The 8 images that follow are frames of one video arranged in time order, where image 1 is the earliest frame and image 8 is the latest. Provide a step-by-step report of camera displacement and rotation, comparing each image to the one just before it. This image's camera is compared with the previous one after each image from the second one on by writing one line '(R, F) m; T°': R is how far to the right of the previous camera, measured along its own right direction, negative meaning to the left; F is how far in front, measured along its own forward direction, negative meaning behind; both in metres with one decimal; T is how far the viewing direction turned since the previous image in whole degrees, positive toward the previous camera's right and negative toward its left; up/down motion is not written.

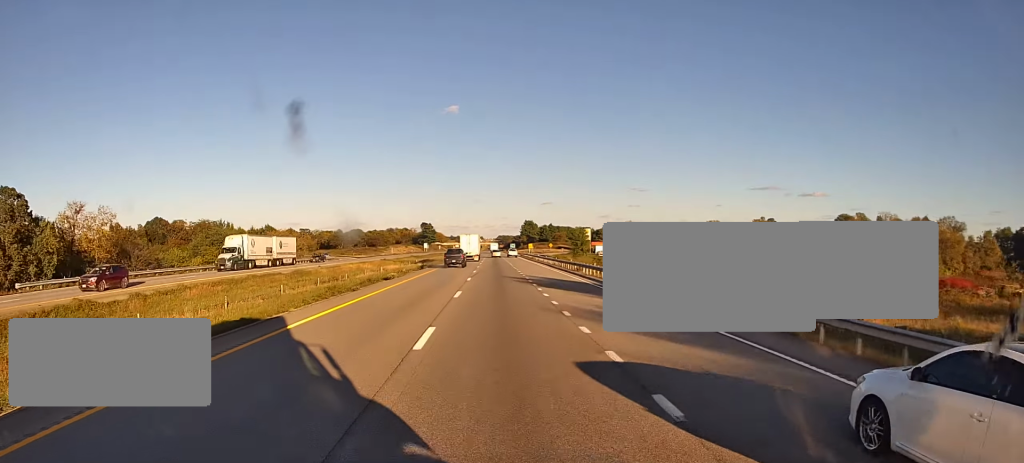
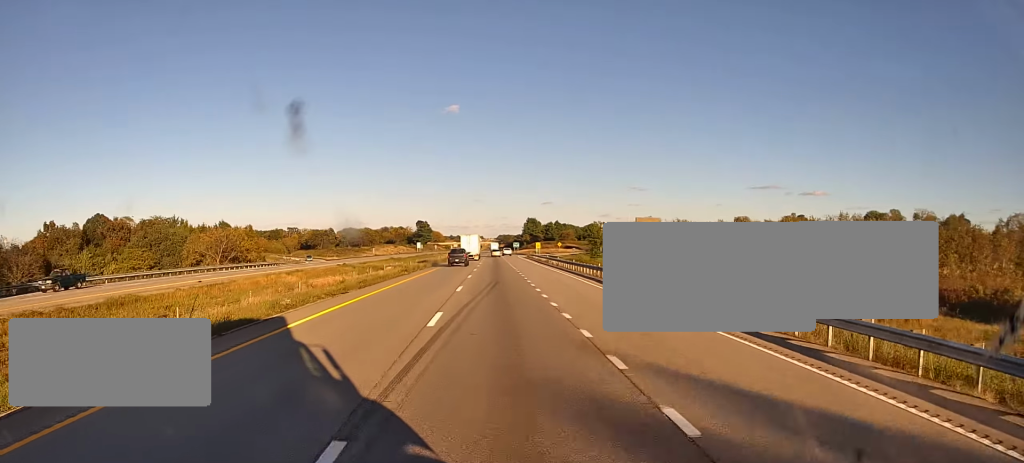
(0.0, +32.4) m; +1°
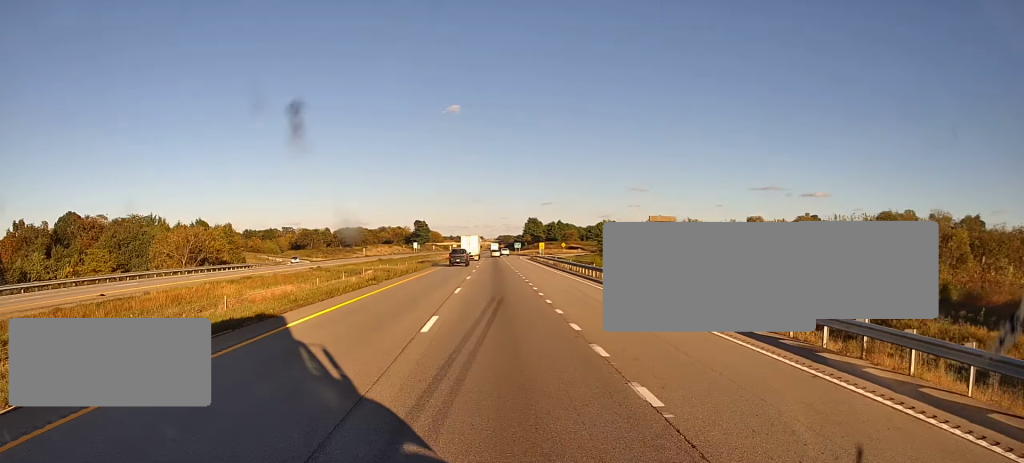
(+0.2, +12.9) m; 0°
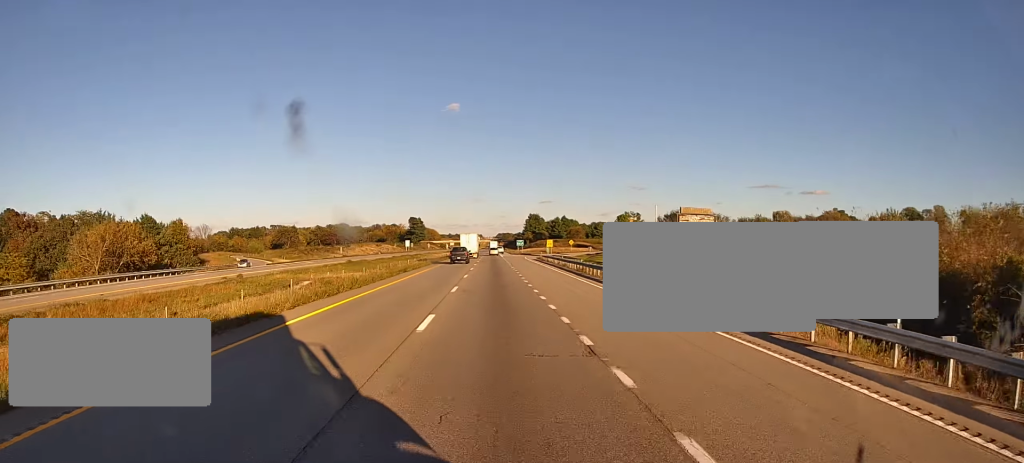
(+0.1, +24.0) m; 0°
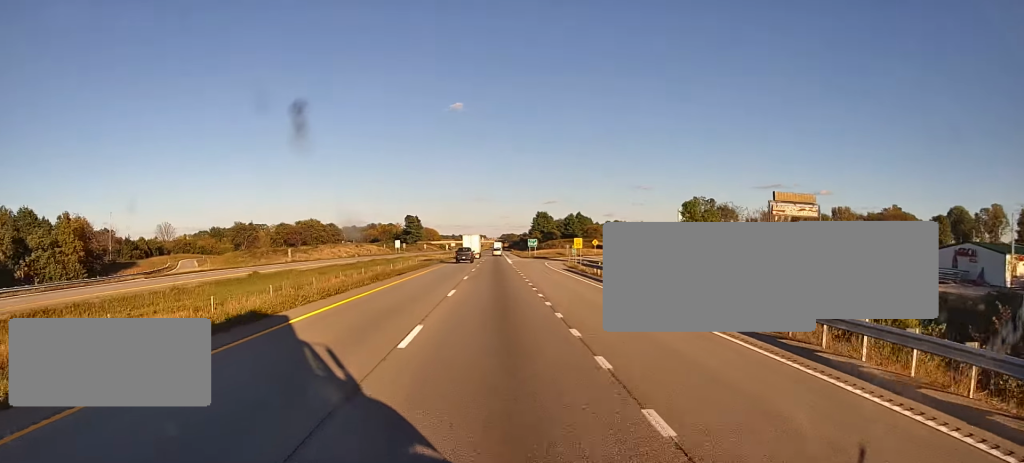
(-0.1, +38.2) m; 0°
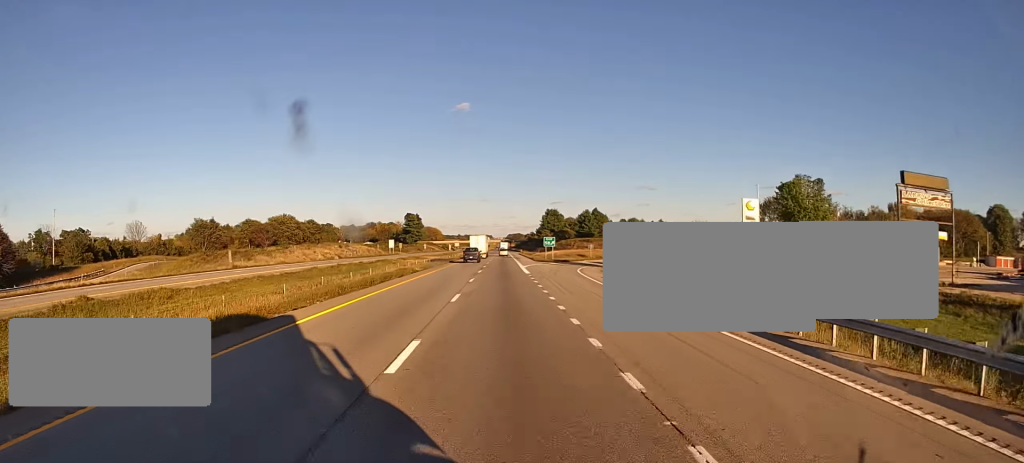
(0.0, +26.4) m; 0°
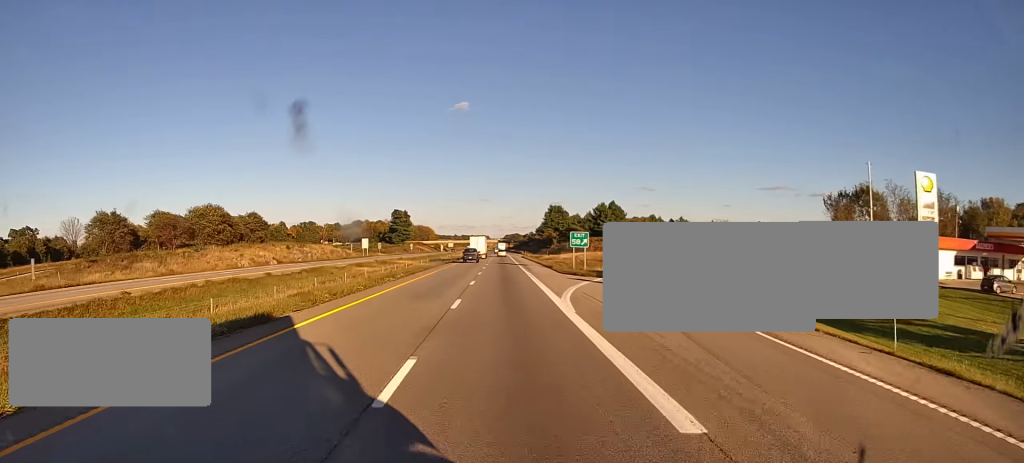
(-0.1, +37.9) m; 0°
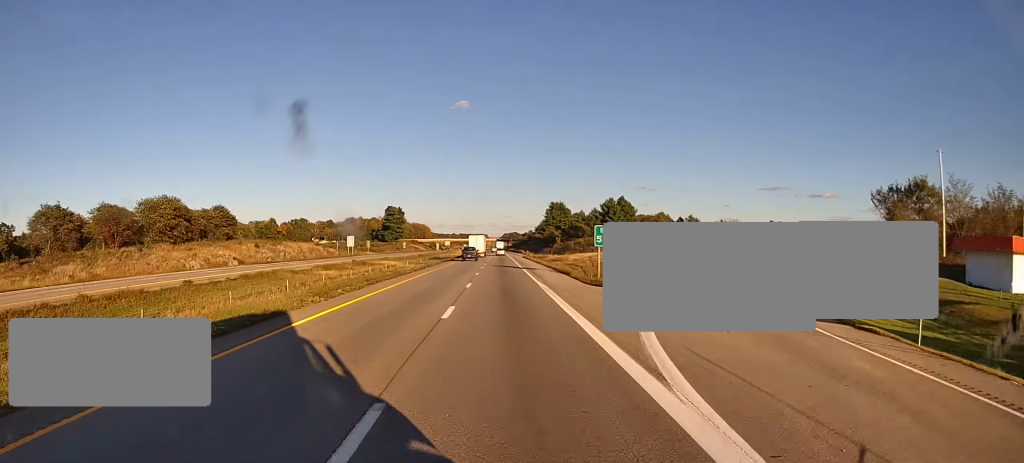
(0.0, +15.4) m; 0°
